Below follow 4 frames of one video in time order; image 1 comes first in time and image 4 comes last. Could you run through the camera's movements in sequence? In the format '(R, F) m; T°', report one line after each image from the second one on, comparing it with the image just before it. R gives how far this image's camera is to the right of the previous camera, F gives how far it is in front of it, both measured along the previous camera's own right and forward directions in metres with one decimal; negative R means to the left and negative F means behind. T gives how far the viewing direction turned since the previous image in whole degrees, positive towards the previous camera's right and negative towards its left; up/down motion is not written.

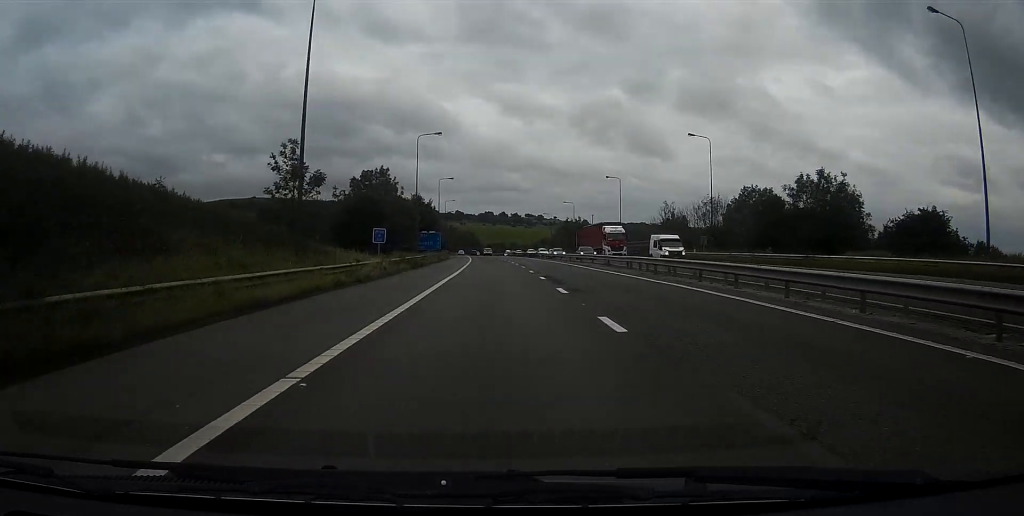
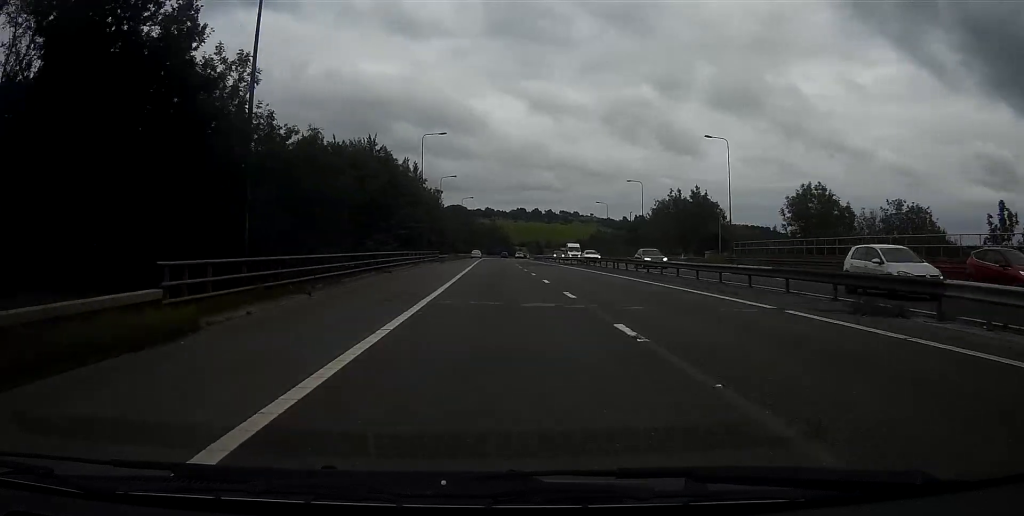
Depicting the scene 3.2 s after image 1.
(-2.4, +94.8) m; -2°
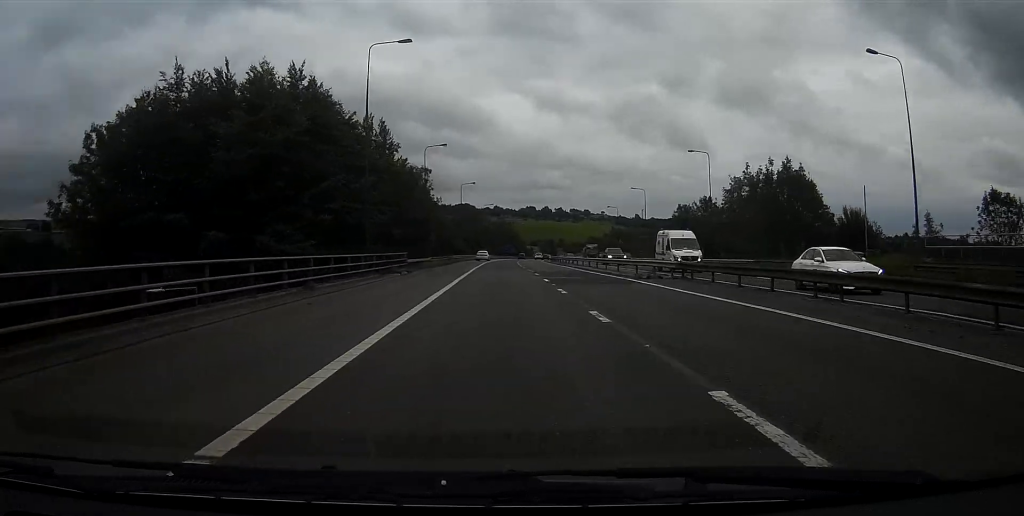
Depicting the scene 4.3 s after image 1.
(-0.2, +32.1) m; -1°
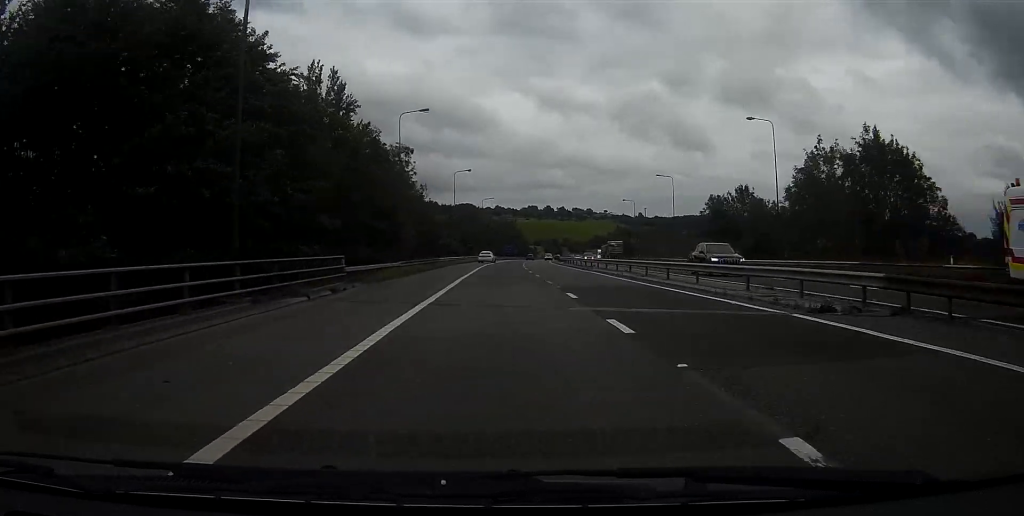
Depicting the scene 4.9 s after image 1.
(-0.1, +19.1) m; 0°
